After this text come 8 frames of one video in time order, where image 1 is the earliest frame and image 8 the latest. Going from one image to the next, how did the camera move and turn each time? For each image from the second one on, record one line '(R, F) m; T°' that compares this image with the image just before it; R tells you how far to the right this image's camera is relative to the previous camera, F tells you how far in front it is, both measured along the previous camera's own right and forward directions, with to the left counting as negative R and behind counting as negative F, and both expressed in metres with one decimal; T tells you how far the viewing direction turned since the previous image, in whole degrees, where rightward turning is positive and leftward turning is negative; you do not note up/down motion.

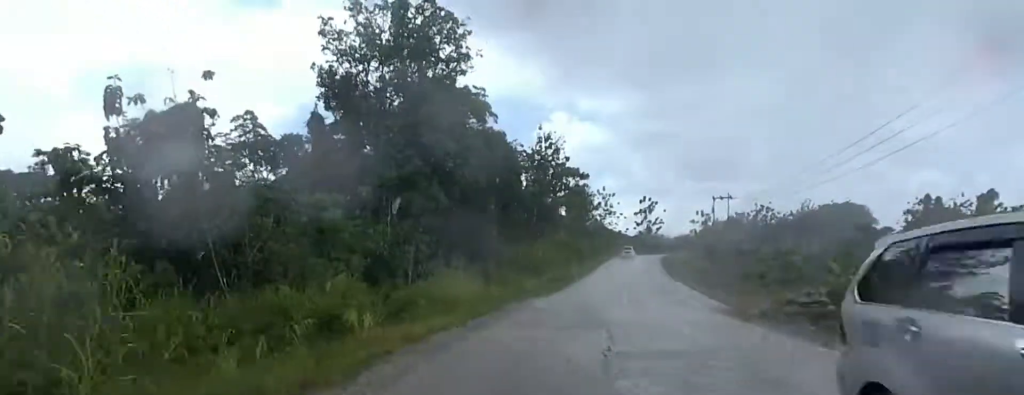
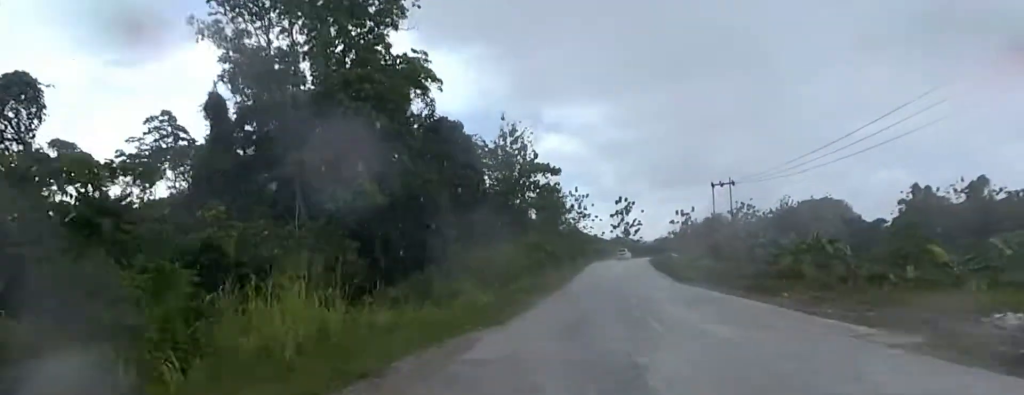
(+1.9, +12.6) m; +7°
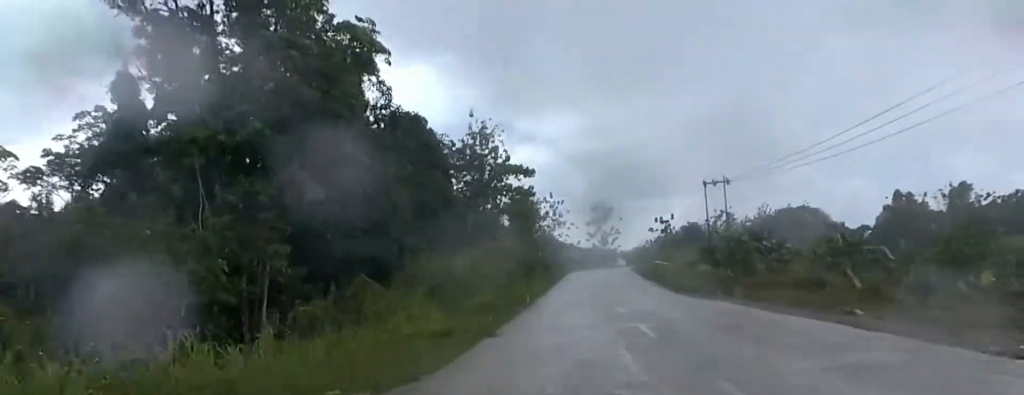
(-0.2, +7.2) m; -2°
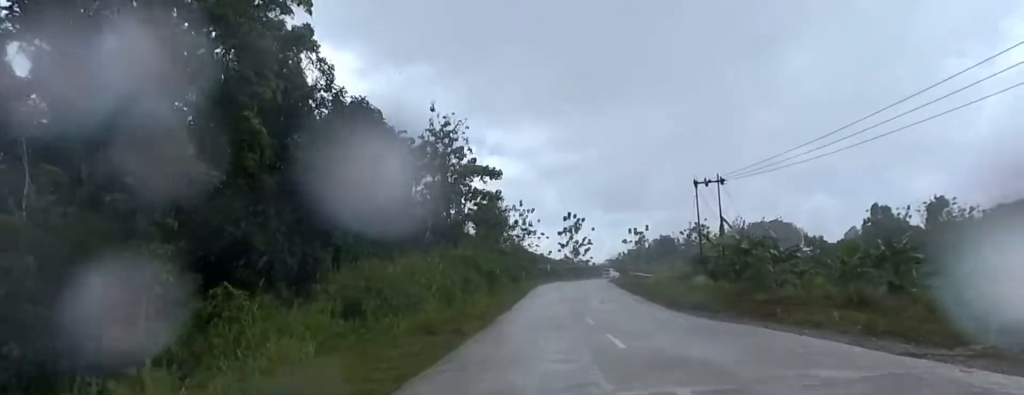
(-0.1, +7.7) m; +5°
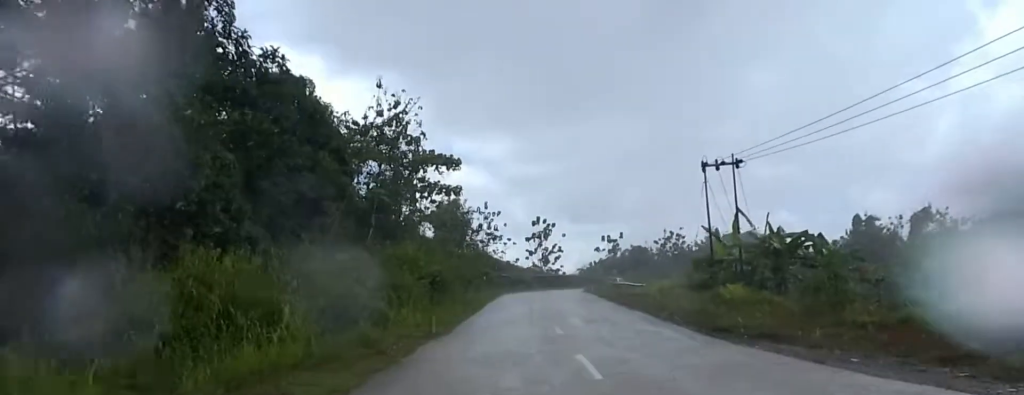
(+1.1, +10.3) m; +3°
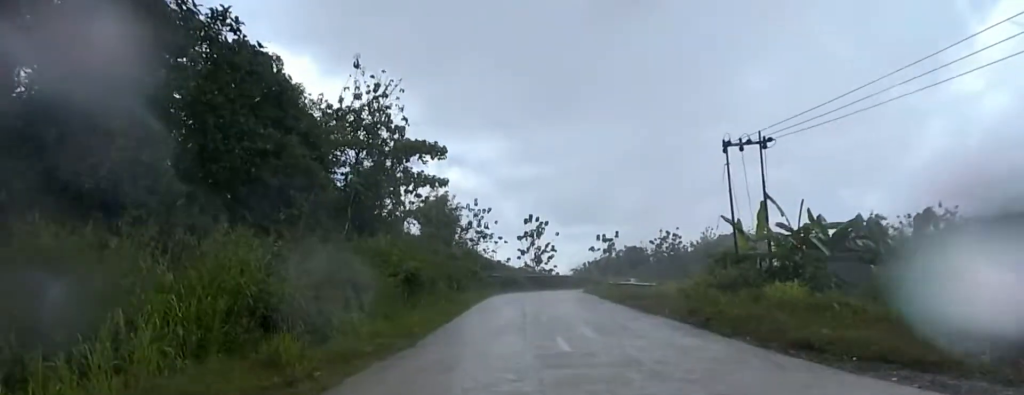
(0.0, +4.9) m; -2°
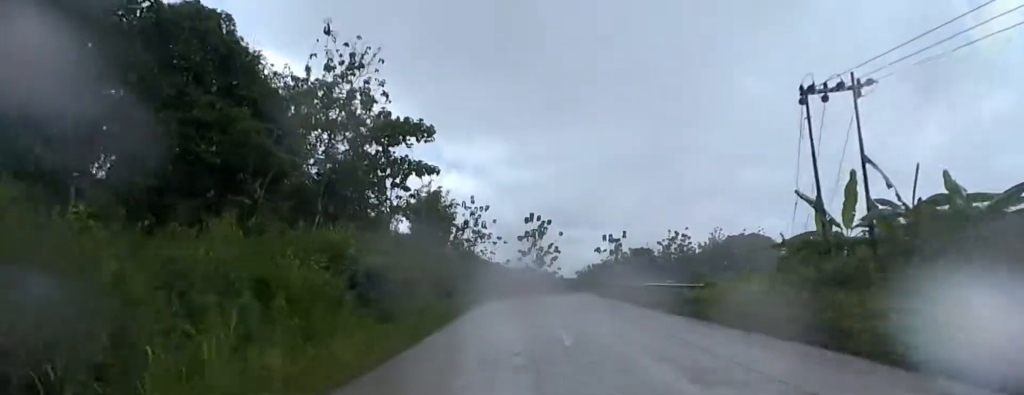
(-0.9, +7.6) m; -6°
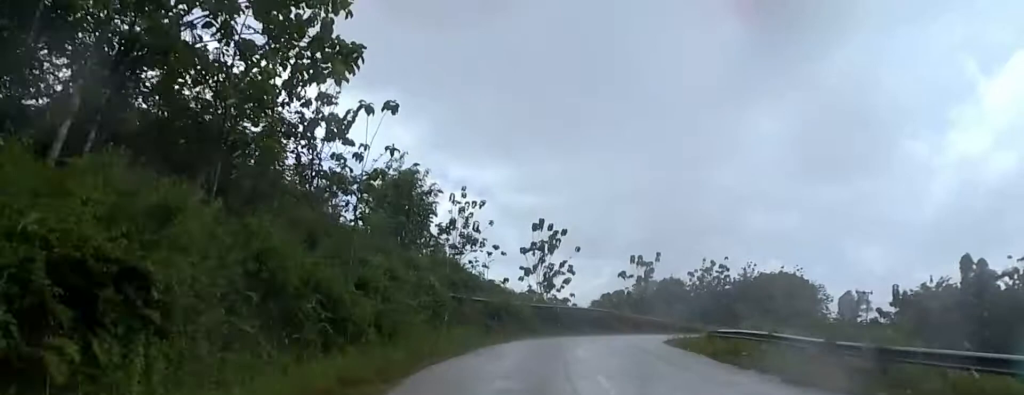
(+0.6, +24.7) m; +4°
